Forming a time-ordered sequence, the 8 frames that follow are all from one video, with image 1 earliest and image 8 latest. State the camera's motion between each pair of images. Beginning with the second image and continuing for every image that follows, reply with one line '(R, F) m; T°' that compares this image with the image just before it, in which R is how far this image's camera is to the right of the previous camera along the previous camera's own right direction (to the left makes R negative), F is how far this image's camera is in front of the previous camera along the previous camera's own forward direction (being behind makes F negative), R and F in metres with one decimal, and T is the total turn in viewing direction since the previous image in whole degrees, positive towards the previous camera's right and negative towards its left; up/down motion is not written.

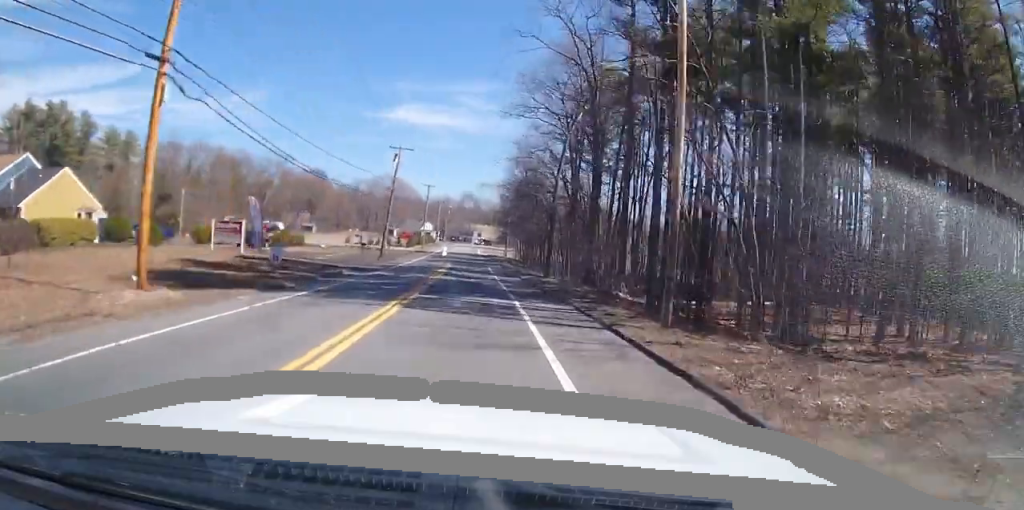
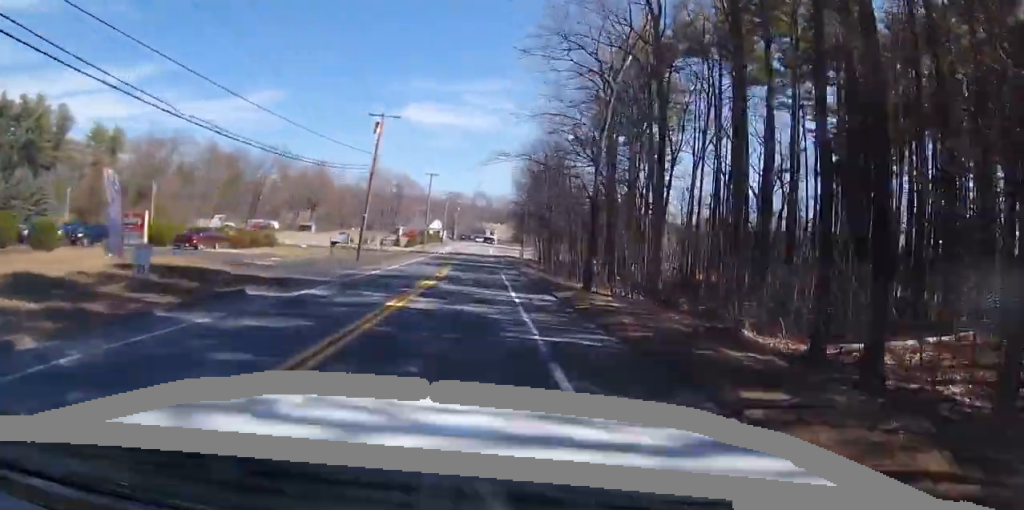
(+0.1, +13.9) m; -1°
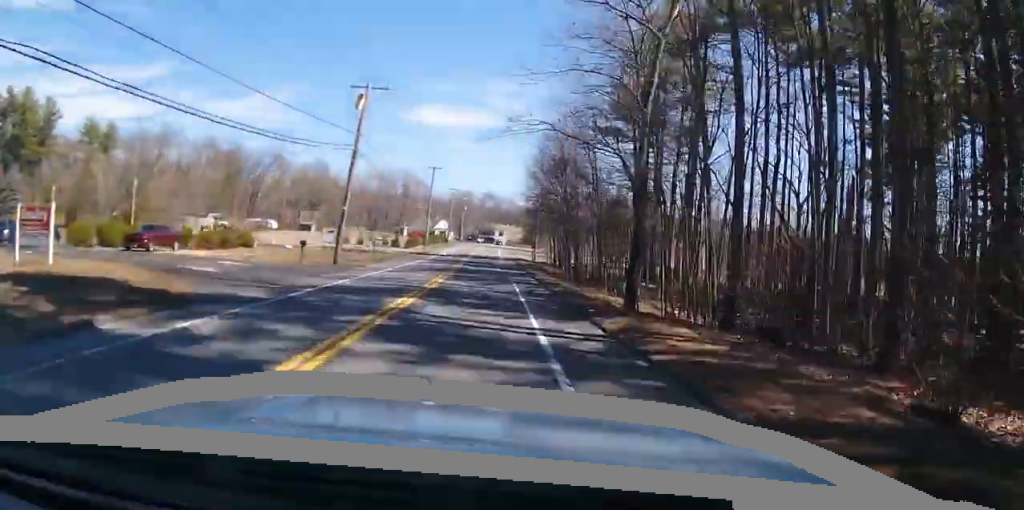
(-0.2, +7.8) m; -1°
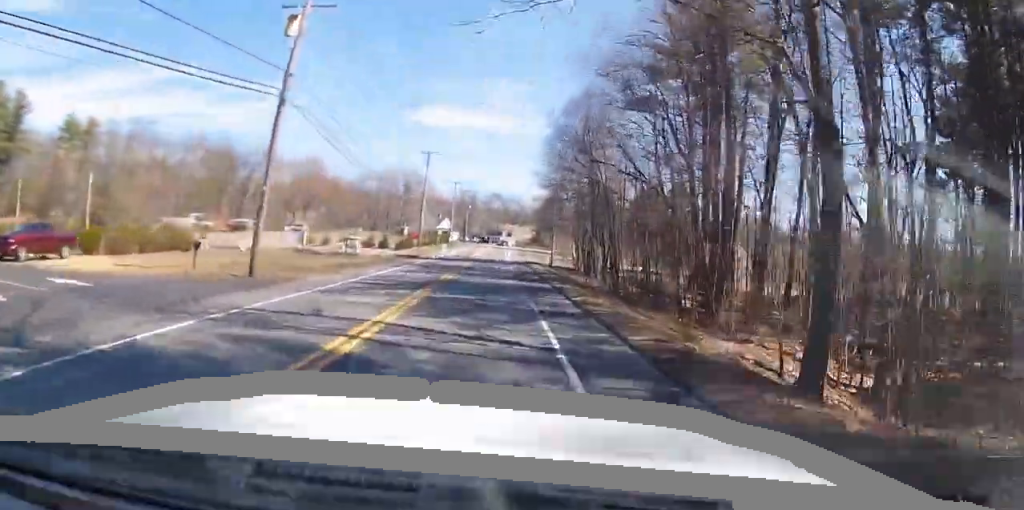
(-0.2, +12.6) m; -2°
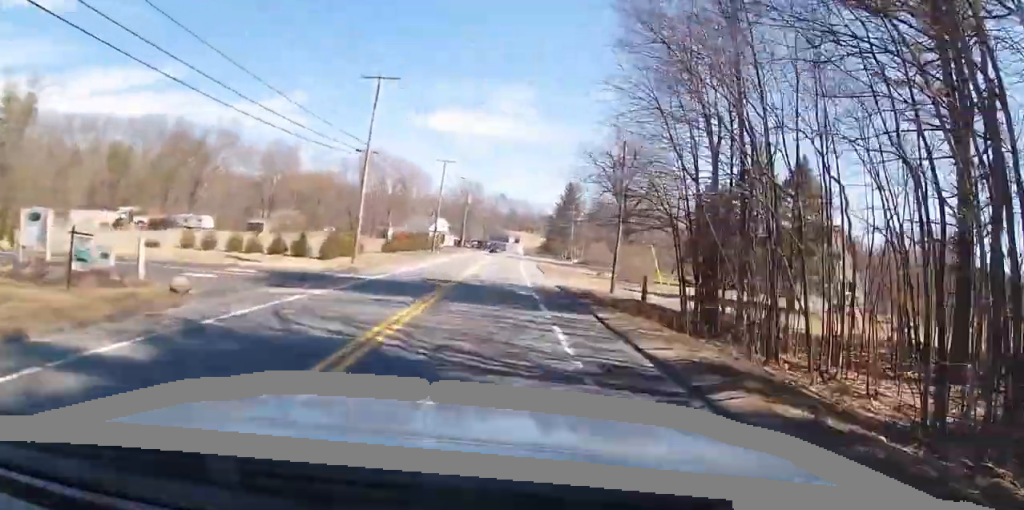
(-0.2, +28.4) m; -1°
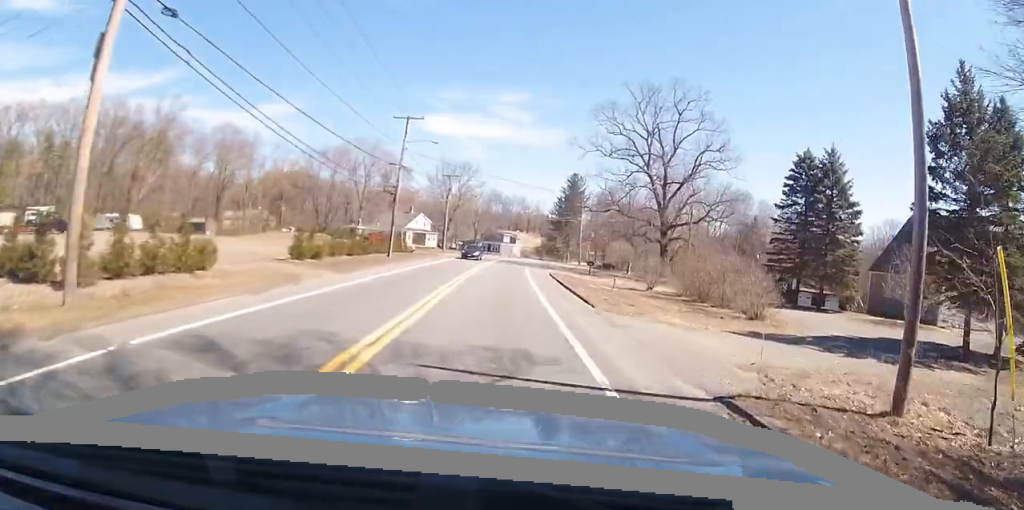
(-0.8, +21.9) m; -2°
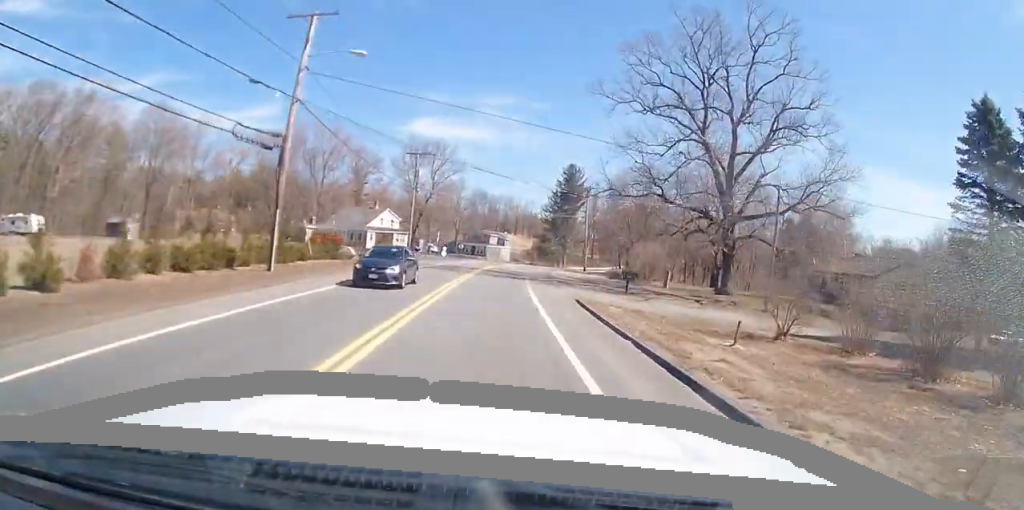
(+0.3, +20.3) m; +1°
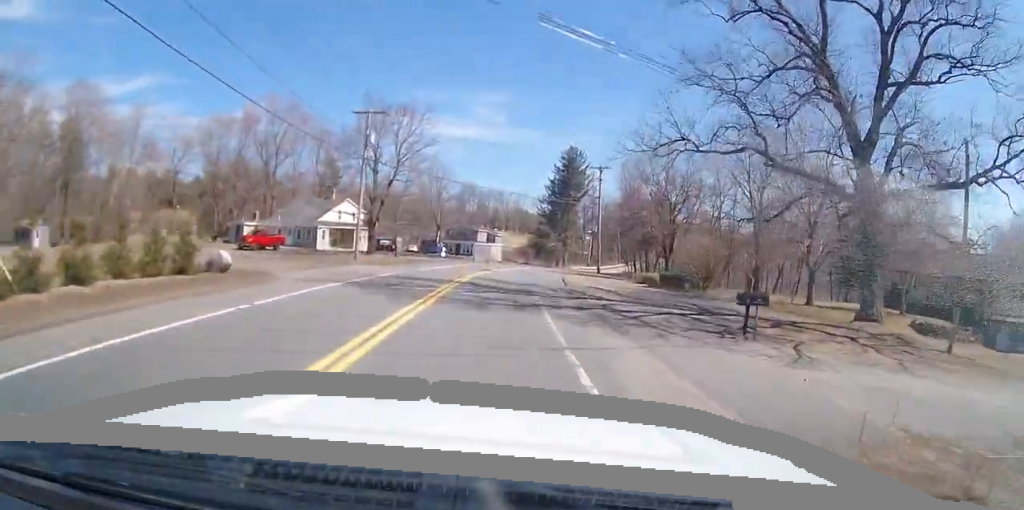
(0.0, +17.6) m; 0°
